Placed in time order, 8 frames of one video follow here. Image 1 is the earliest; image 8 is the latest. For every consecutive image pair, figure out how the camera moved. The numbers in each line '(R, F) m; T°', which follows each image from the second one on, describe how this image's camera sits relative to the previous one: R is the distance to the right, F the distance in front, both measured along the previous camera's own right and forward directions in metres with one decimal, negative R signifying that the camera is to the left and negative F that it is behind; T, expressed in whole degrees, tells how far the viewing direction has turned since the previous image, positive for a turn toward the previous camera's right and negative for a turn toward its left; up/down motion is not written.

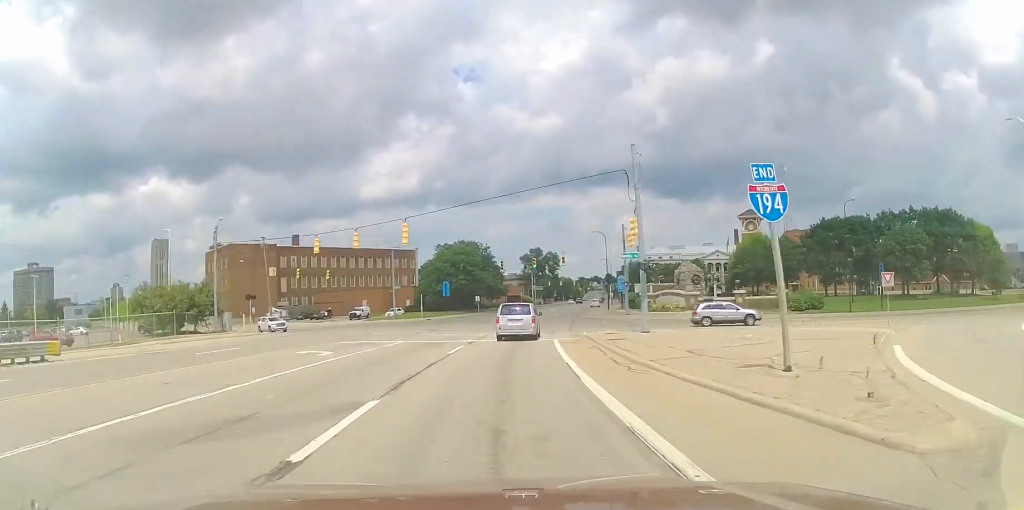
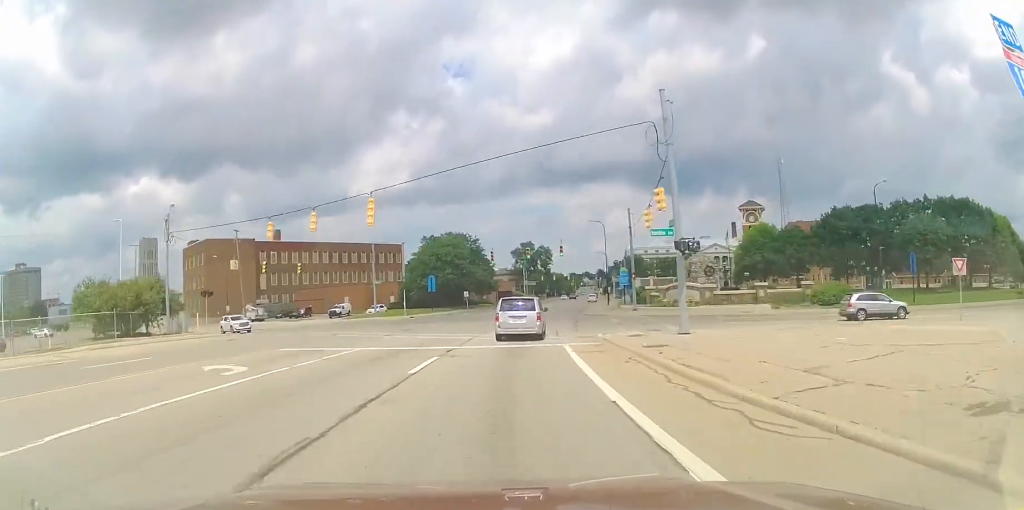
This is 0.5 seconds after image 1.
(-0.2, +6.6) m; +1°
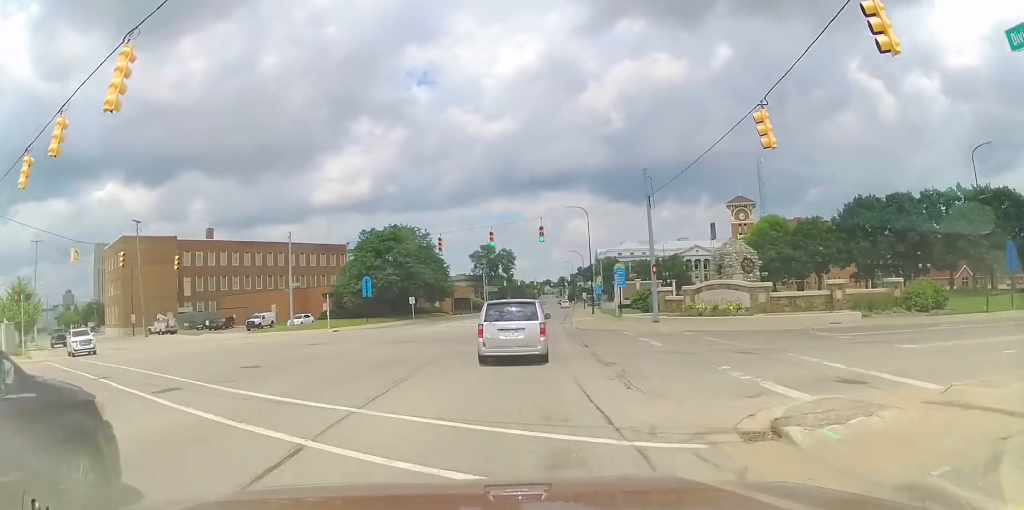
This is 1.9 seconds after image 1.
(+1.6, +16.0) m; +9°
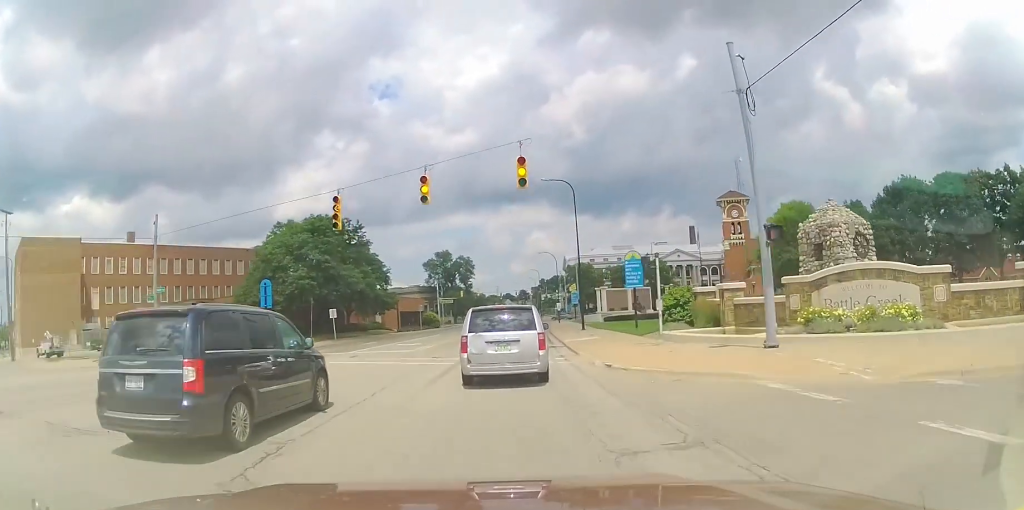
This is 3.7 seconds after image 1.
(+1.0, +17.4) m; +4°
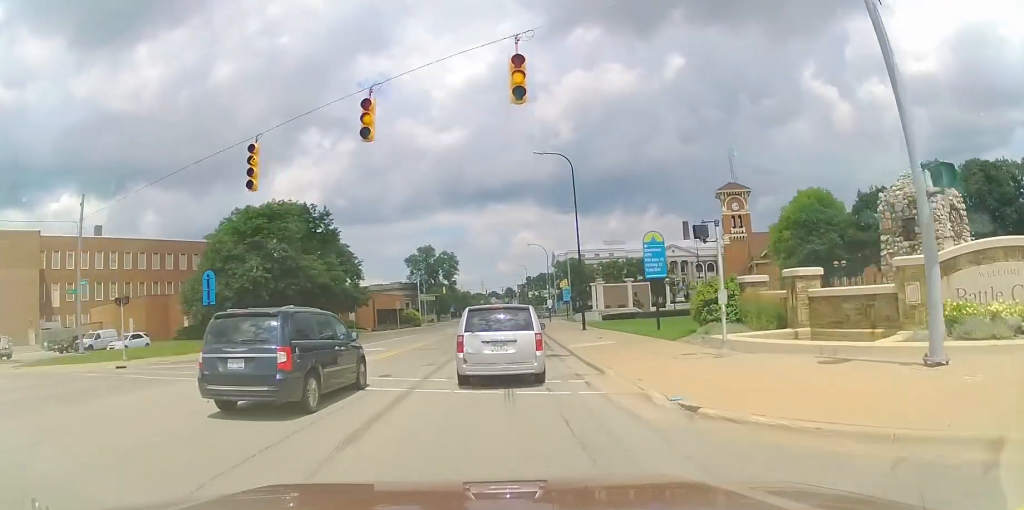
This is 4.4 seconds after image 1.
(-0.1, +7.1) m; -1°
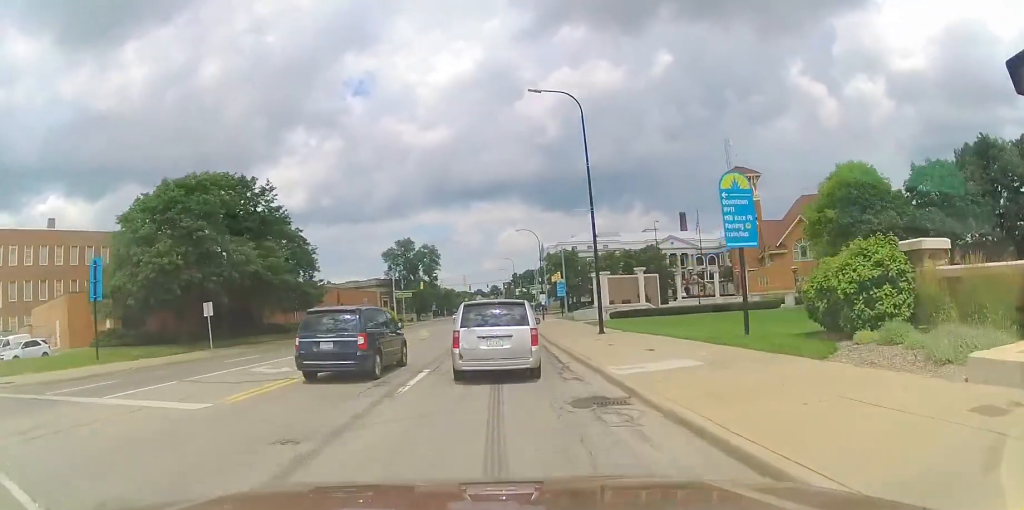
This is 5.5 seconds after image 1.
(0.0, +10.5) m; +1°
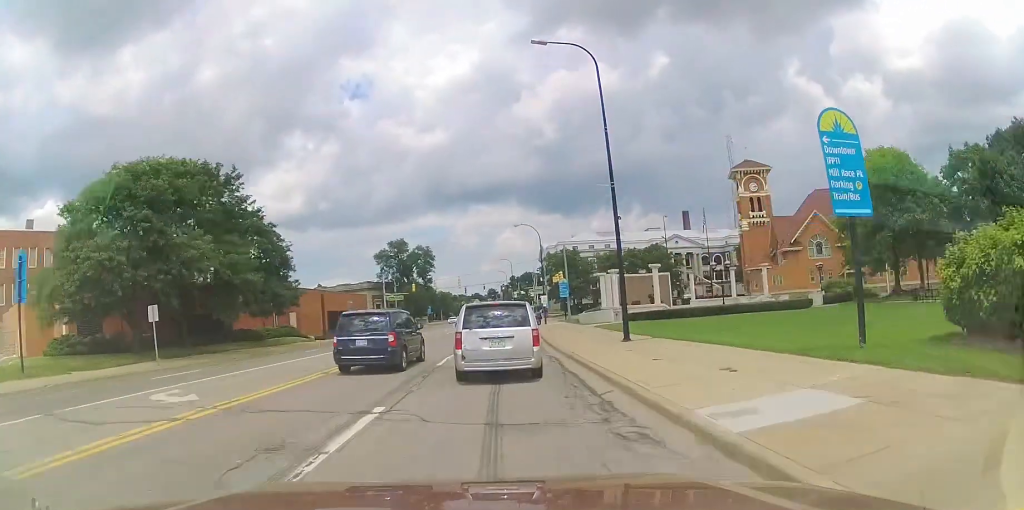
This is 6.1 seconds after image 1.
(+0.1, +5.4) m; +1°
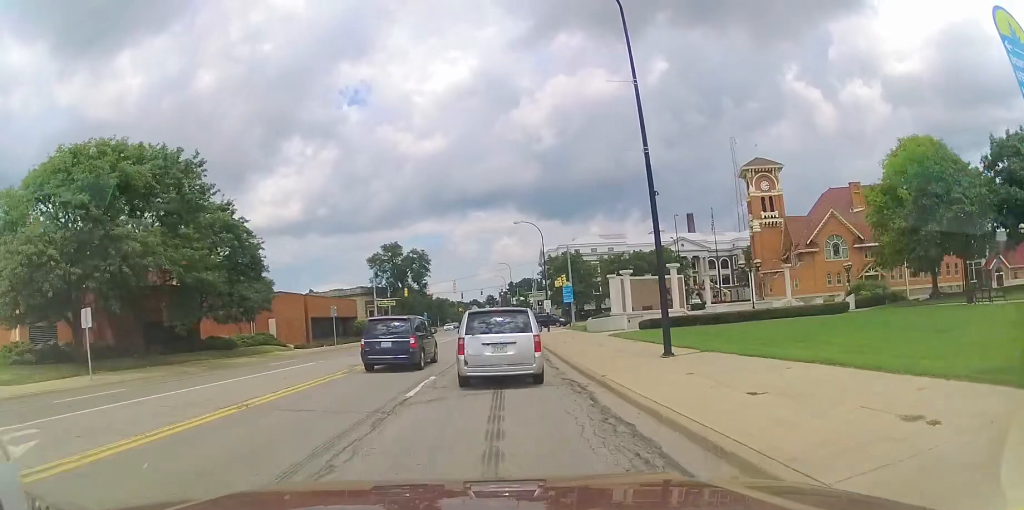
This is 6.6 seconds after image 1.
(0.0, +5.1) m; 0°
